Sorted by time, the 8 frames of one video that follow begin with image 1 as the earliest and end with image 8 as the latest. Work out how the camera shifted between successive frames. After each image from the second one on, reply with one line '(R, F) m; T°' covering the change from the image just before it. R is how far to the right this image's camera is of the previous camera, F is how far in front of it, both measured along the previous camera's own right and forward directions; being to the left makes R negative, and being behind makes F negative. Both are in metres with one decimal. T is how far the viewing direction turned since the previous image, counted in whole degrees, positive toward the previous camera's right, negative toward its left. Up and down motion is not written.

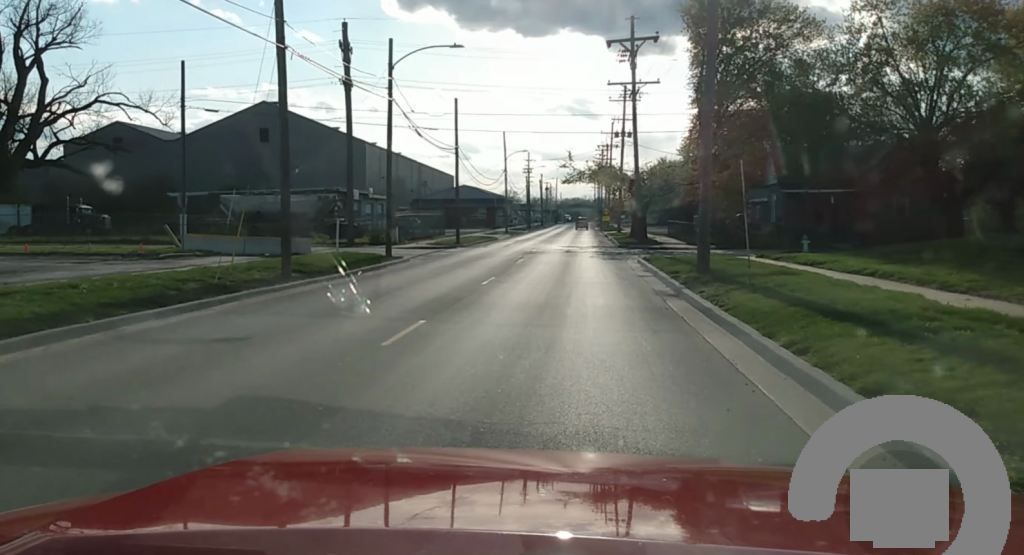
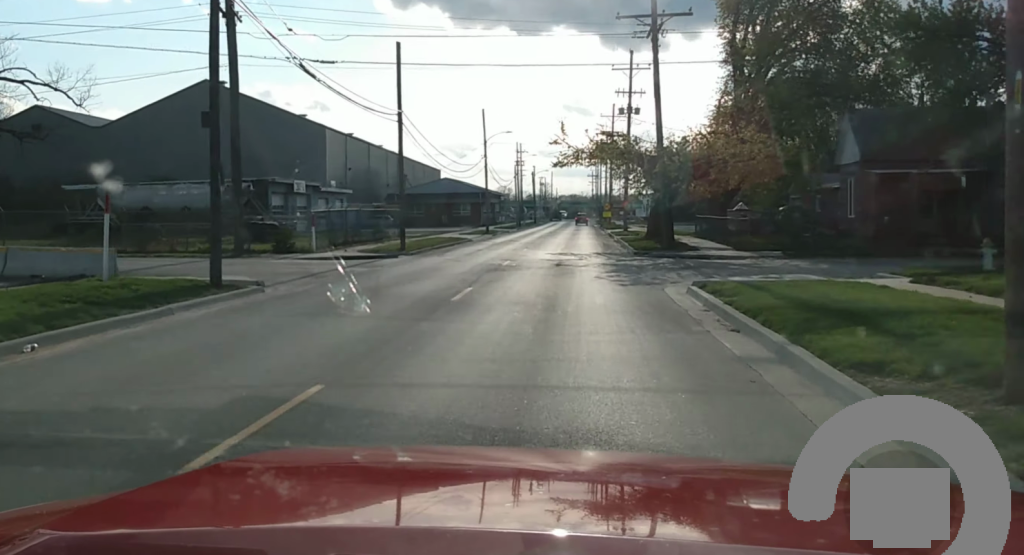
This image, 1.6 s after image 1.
(-0.7, +17.9) m; -3°
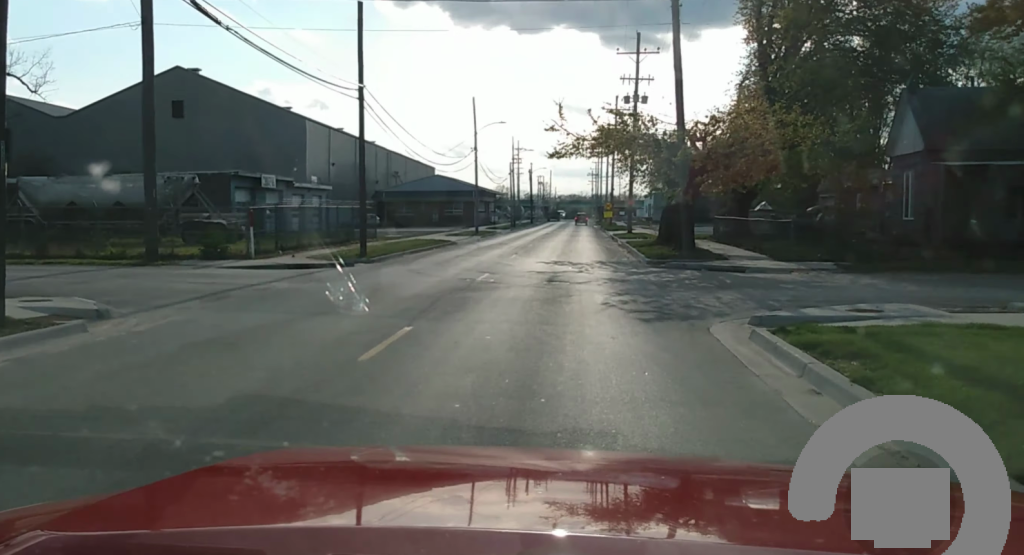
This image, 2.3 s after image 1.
(0.0, +8.0) m; 0°
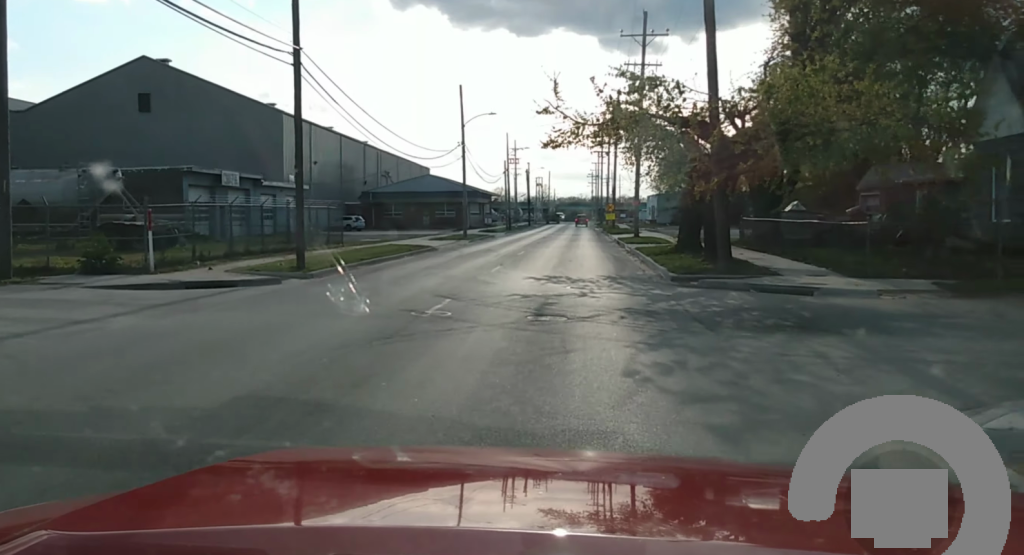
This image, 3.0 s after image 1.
(0.0, +7.6) m; 0°
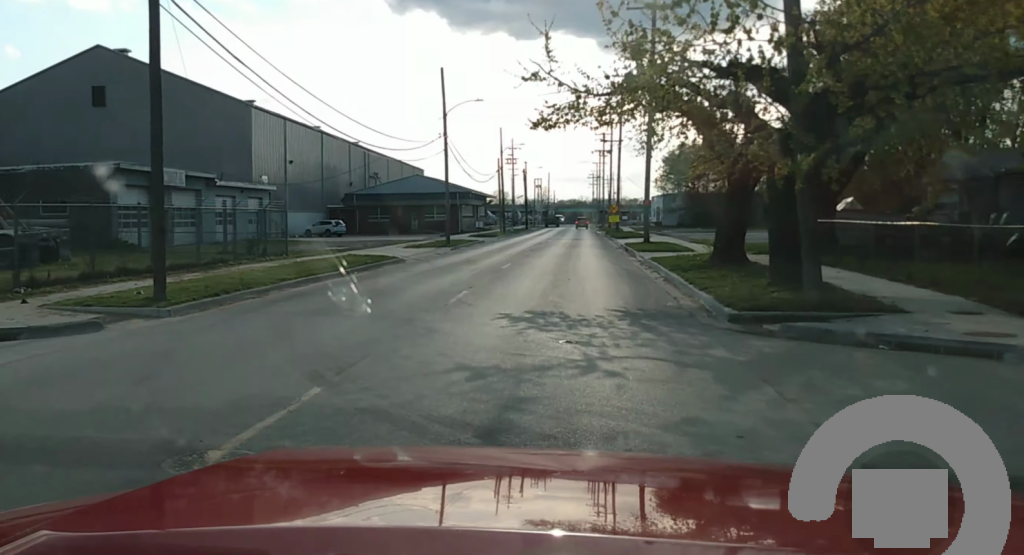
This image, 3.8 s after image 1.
(0.0, +8.9) m; 0°
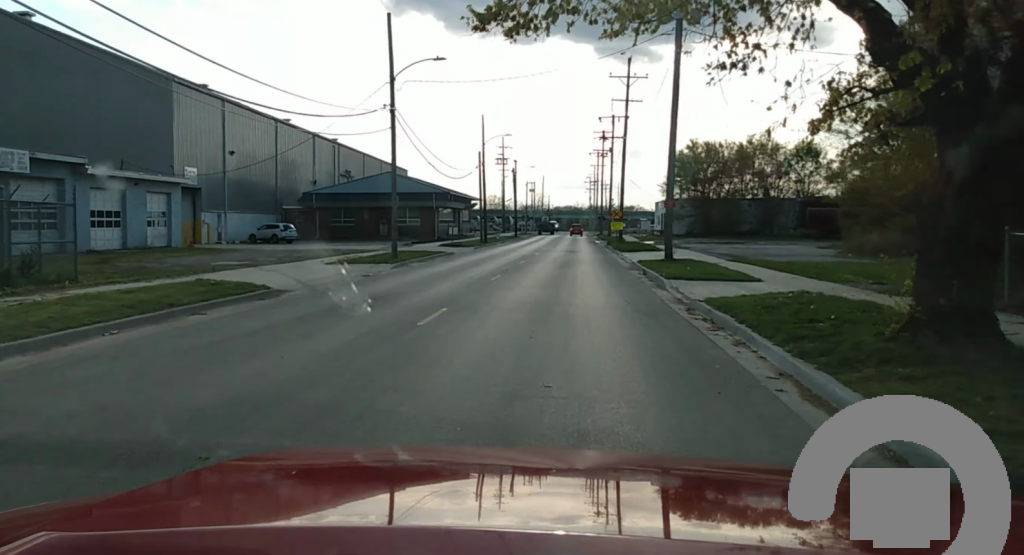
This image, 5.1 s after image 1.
(0.0, +16.0) m; 0°
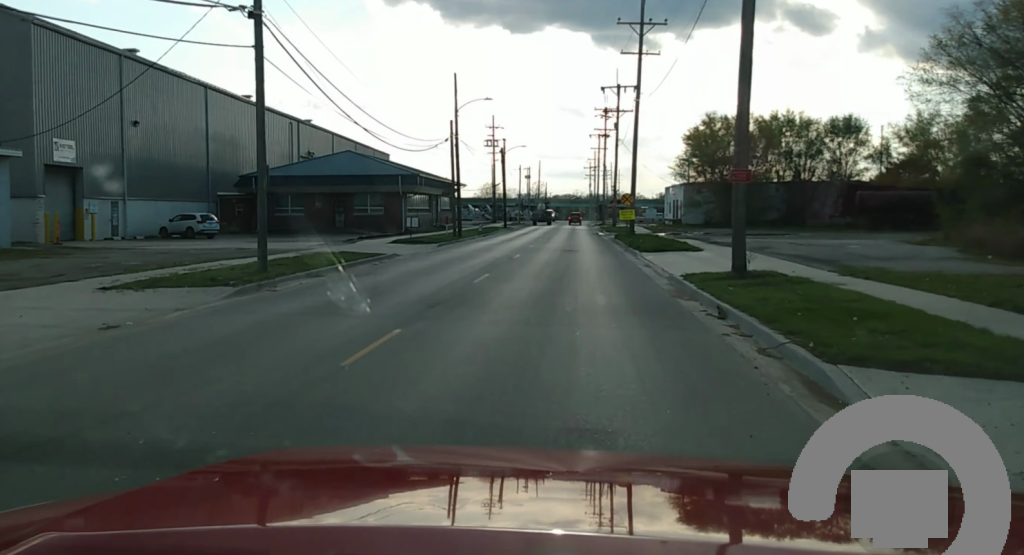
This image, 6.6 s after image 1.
(0.0, +17.0) m; -1°
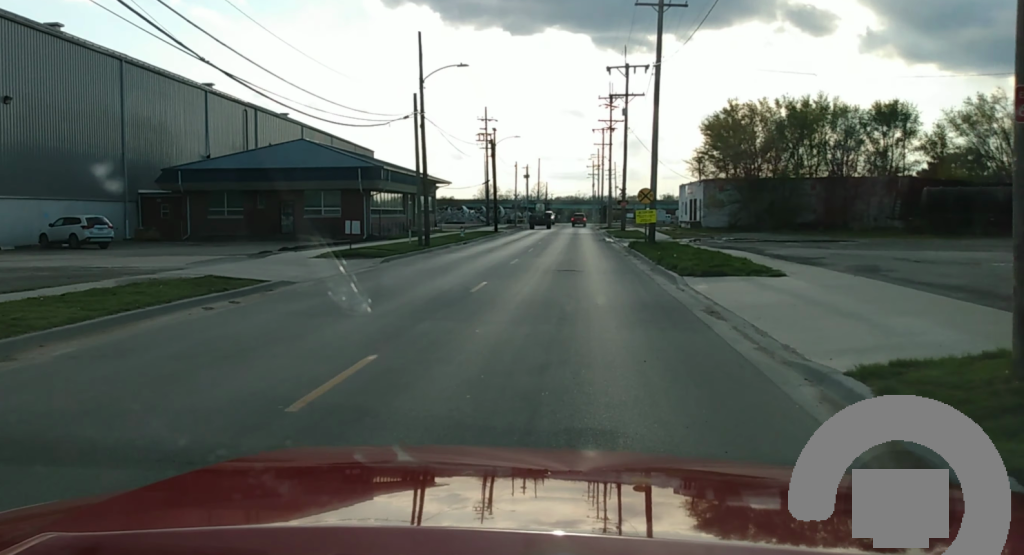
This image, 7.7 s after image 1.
(-0.4, +13.4) m; -3°
